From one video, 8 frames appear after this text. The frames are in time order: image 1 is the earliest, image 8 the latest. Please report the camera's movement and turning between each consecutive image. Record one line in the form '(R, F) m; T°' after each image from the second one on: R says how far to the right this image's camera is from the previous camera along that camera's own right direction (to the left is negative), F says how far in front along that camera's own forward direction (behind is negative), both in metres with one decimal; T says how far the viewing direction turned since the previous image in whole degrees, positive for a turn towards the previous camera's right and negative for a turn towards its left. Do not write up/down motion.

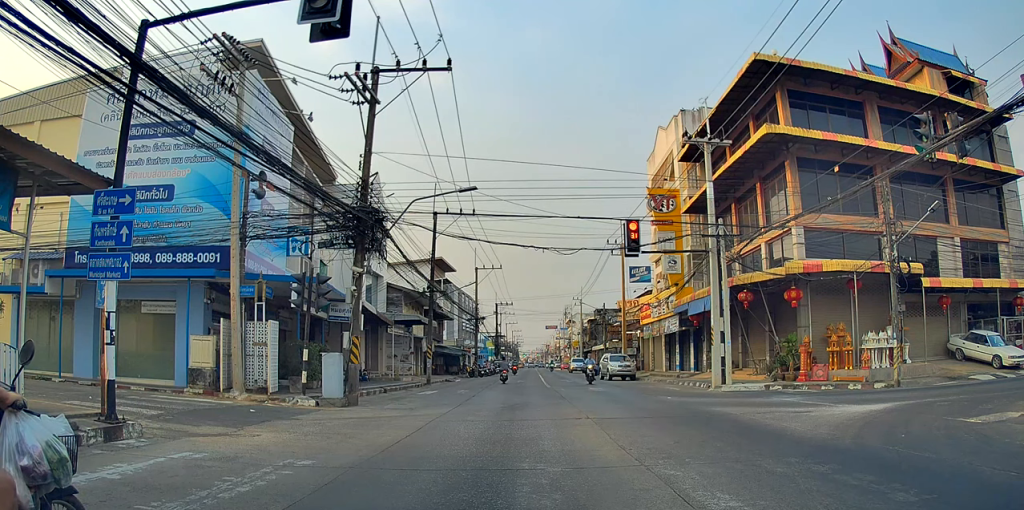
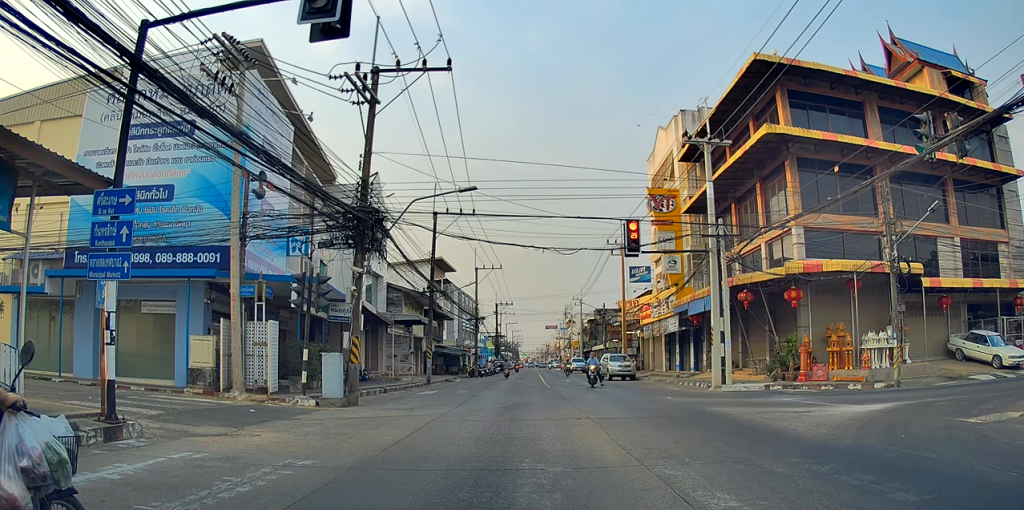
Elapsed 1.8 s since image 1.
(0.0, 0.0) m; 0°
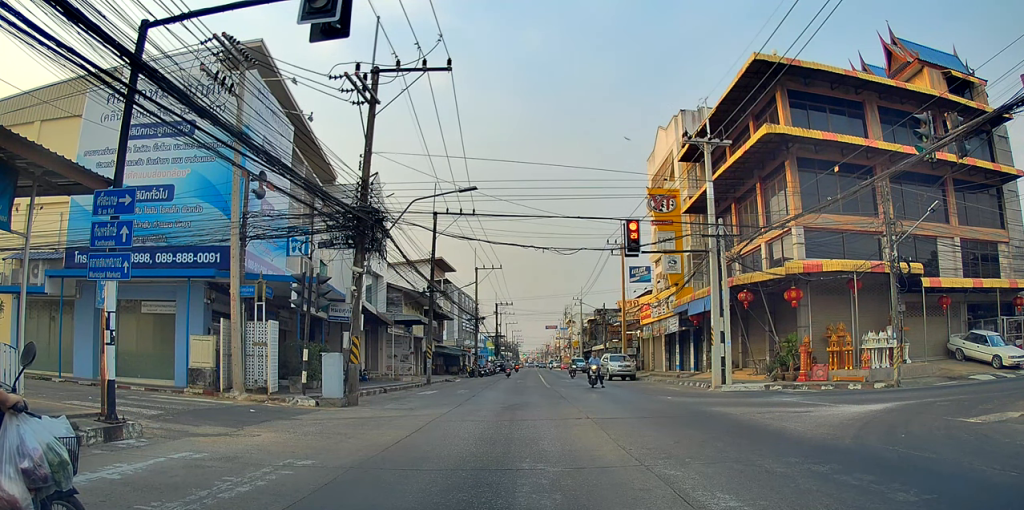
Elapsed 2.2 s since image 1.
(0.0, 0.0) m; 0°
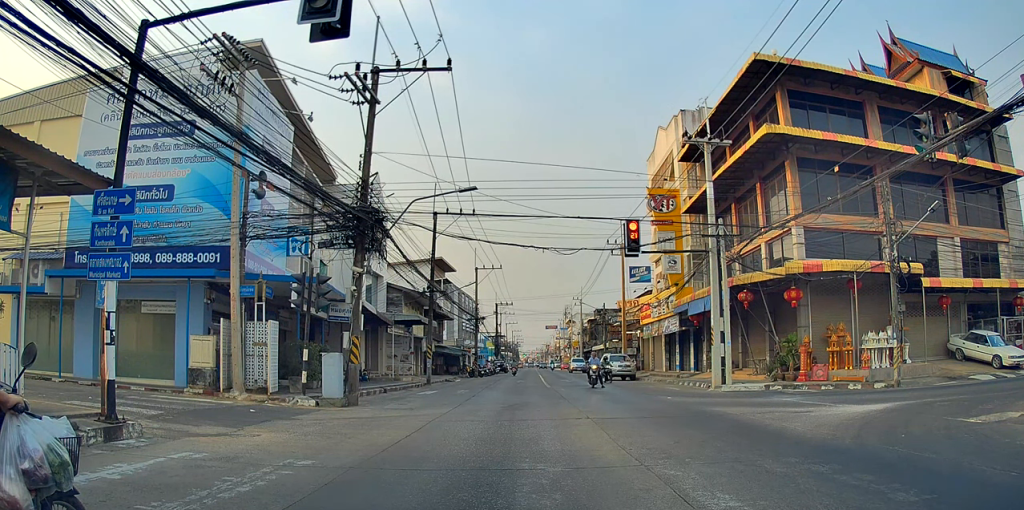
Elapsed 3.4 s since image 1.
(0.0, 0.0) m; 0°
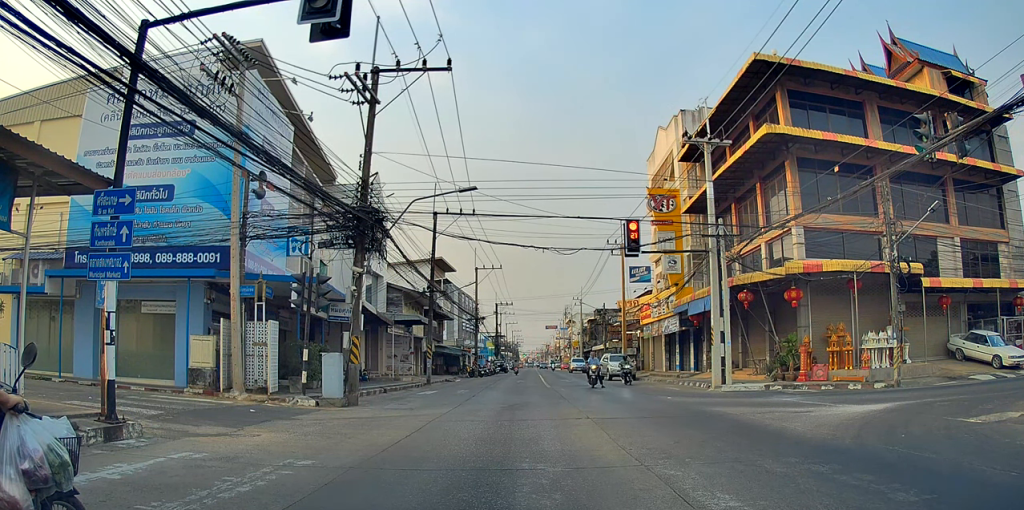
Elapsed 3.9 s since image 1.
(0.0, 0.0) m; 0°
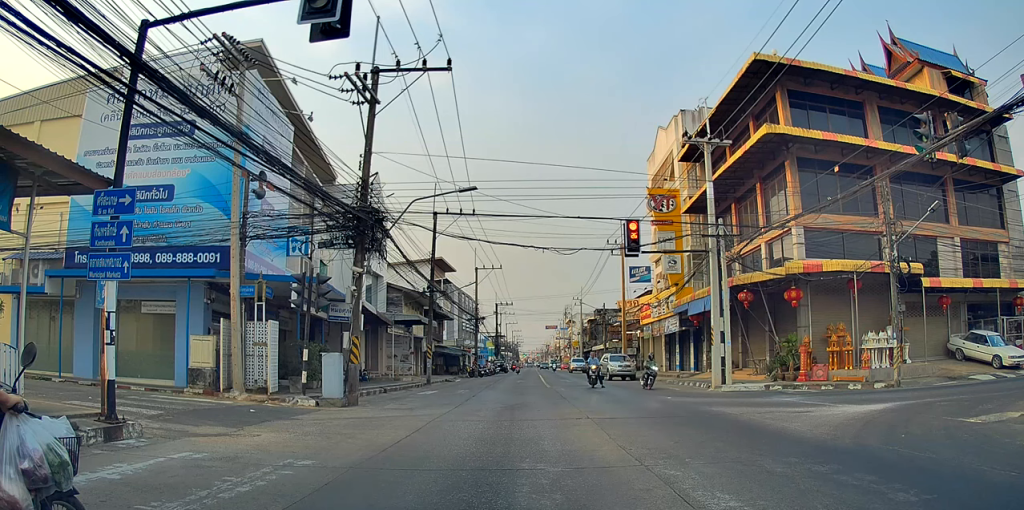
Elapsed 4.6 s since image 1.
(0.0, 0.0) m; 0°
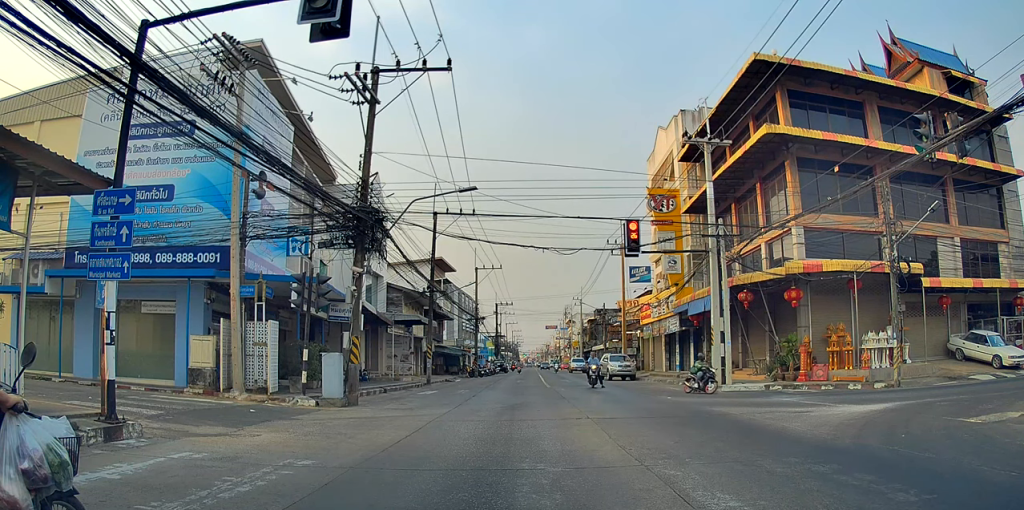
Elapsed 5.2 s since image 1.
(0.0, 0.0) m; 0°
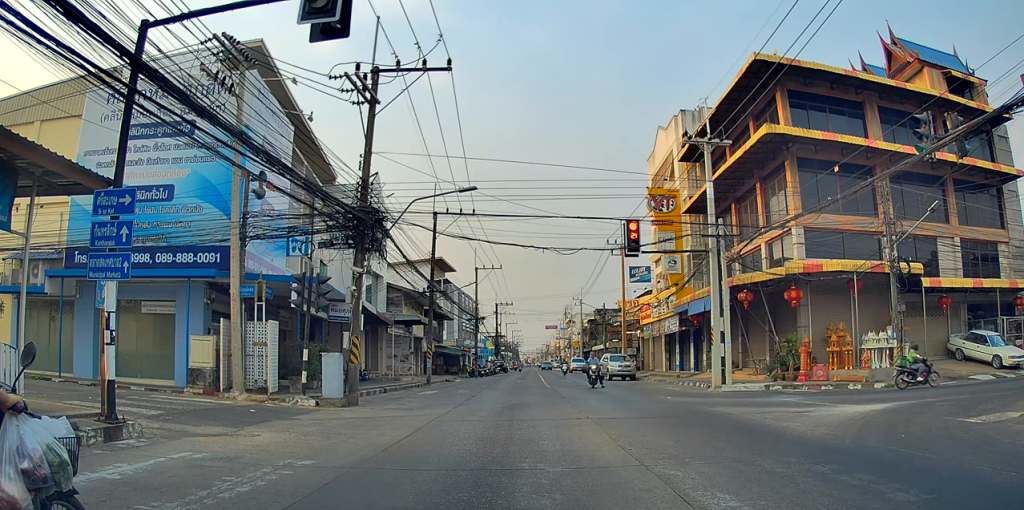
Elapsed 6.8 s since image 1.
(0.0, 0.0) m; 0°
